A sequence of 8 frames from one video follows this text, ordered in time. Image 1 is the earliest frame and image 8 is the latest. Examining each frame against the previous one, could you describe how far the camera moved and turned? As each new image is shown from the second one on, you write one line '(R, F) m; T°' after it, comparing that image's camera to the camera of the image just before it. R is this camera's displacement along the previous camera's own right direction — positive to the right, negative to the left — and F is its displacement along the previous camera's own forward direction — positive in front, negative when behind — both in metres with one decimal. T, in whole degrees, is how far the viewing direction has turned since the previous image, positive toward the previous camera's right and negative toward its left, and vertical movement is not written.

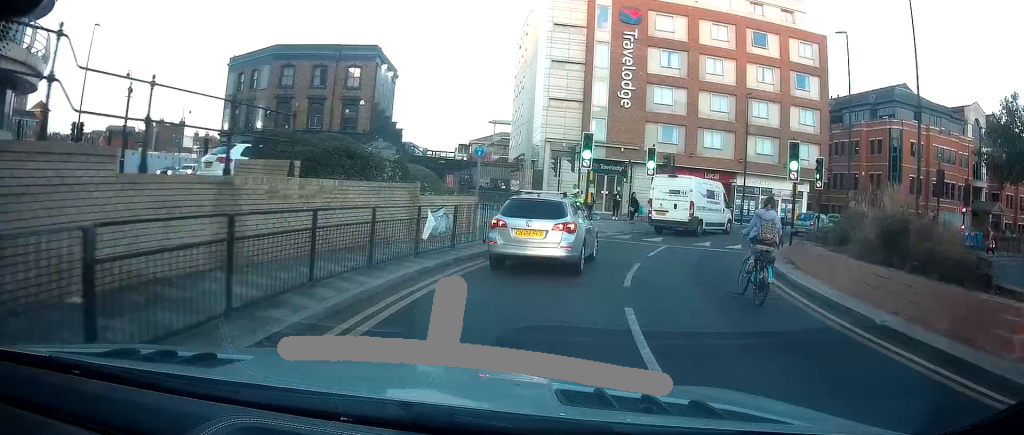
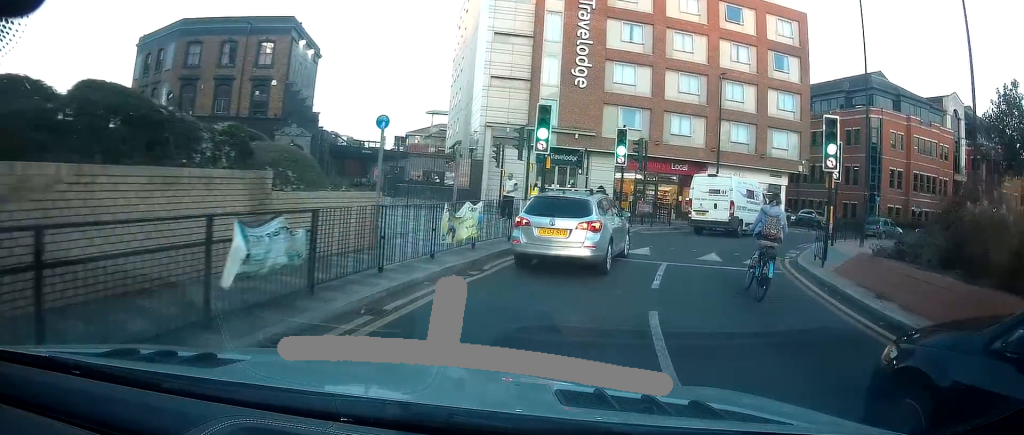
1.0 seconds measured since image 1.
(+0.4, +6.1) m; +8°
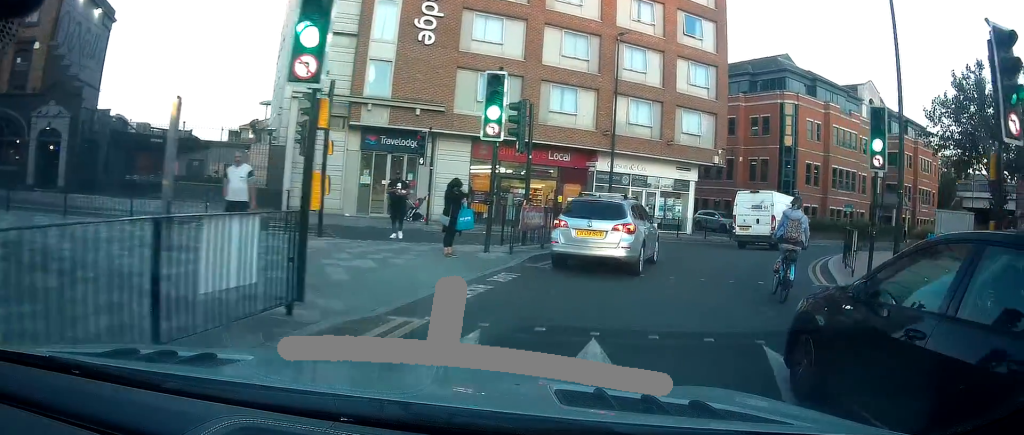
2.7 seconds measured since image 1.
(+0.9, +10.7) m; +9°
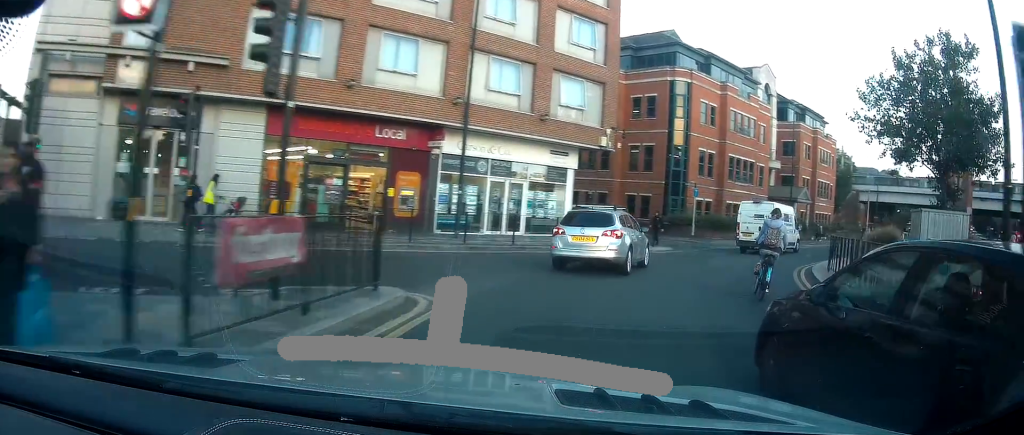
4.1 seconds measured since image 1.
(+0.7, +8.2) m; +17°
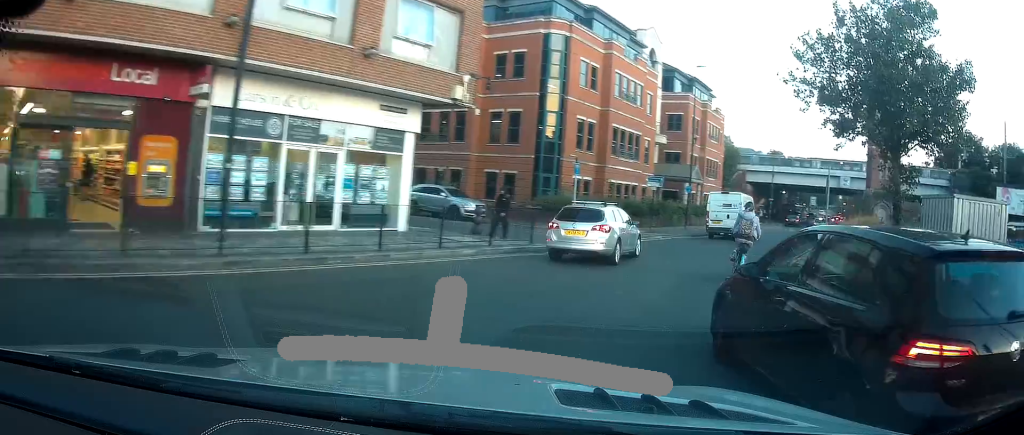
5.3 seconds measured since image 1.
(+1.4, +7.9) m; +17°
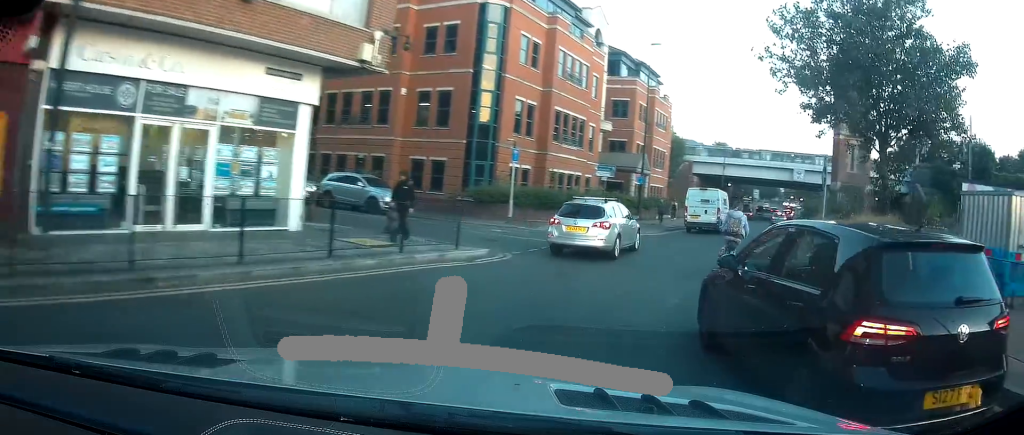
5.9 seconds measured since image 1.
(+0.2, +4.1) m; +6°
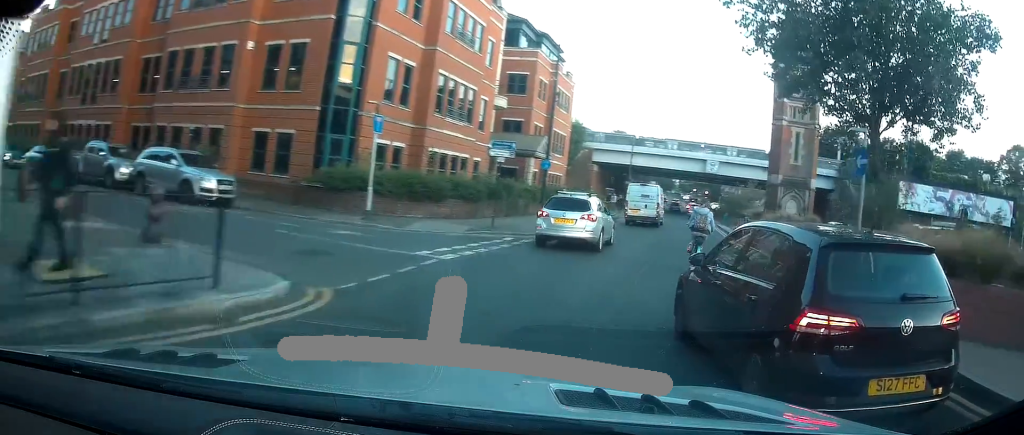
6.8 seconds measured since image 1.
(+0.6, +7.1) m; +9°
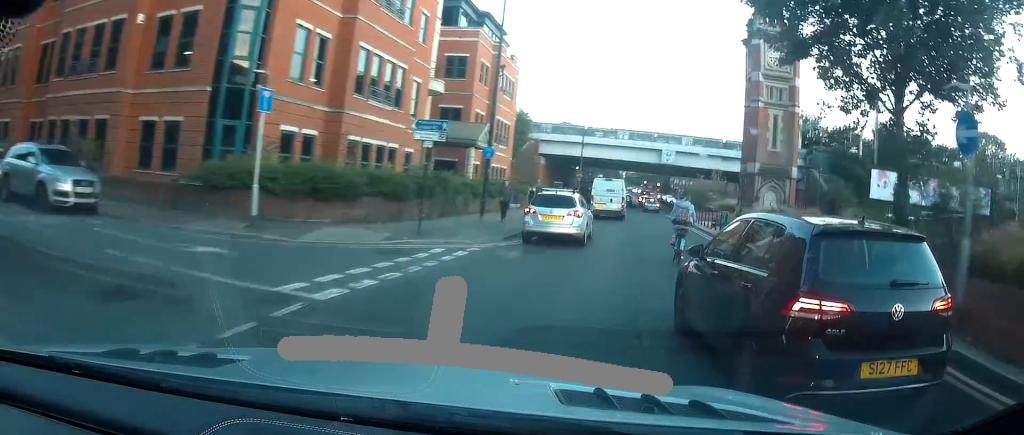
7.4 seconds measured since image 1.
(+0.2, +4.6) m; +6°
